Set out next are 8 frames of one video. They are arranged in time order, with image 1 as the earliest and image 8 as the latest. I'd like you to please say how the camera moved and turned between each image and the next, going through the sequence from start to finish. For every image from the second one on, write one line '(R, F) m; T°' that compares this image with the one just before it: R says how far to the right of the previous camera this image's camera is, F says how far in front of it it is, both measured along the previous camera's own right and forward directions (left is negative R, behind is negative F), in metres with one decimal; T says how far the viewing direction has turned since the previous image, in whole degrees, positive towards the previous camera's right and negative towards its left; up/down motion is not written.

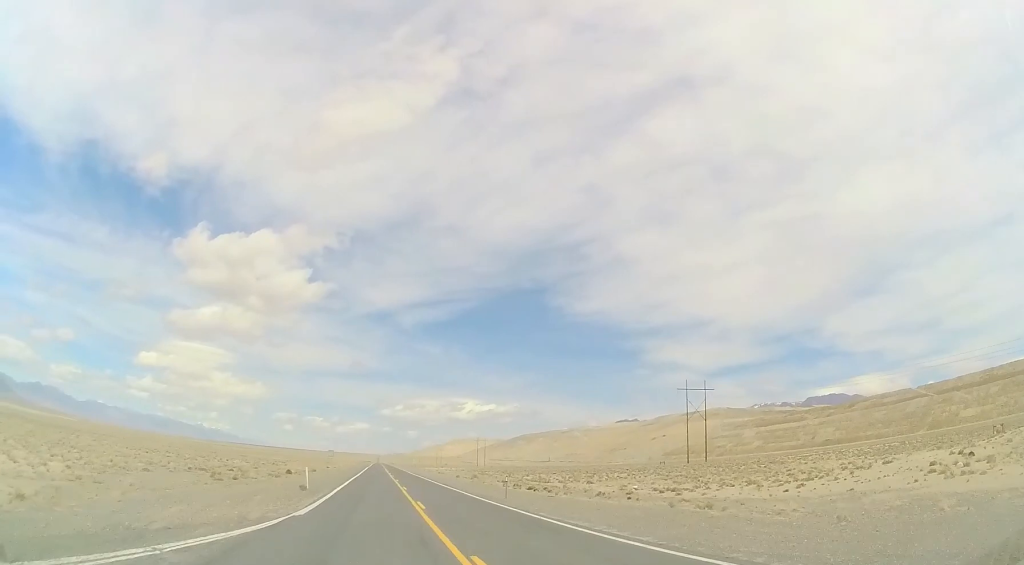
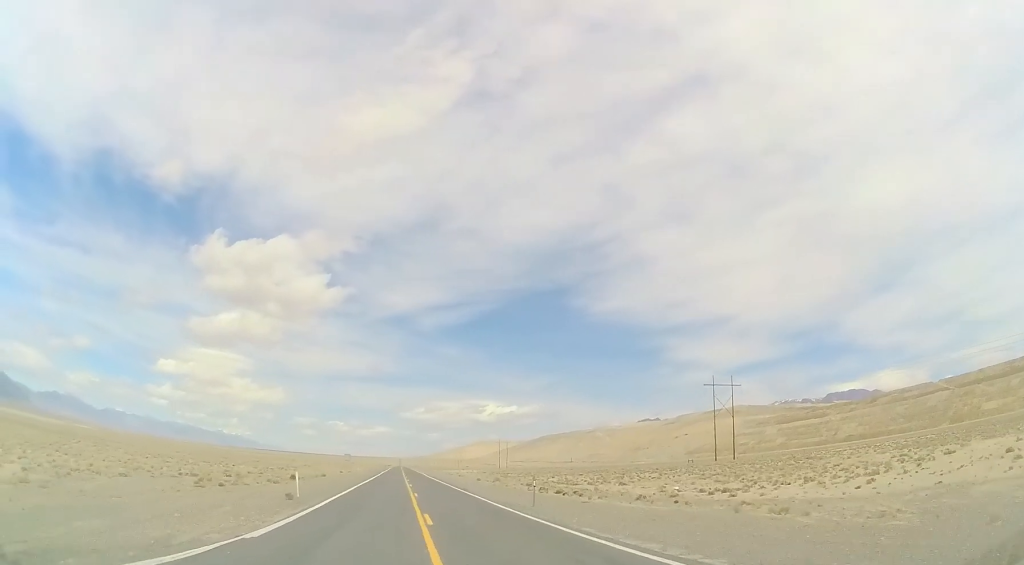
(0.0, +4.5) m; -1°
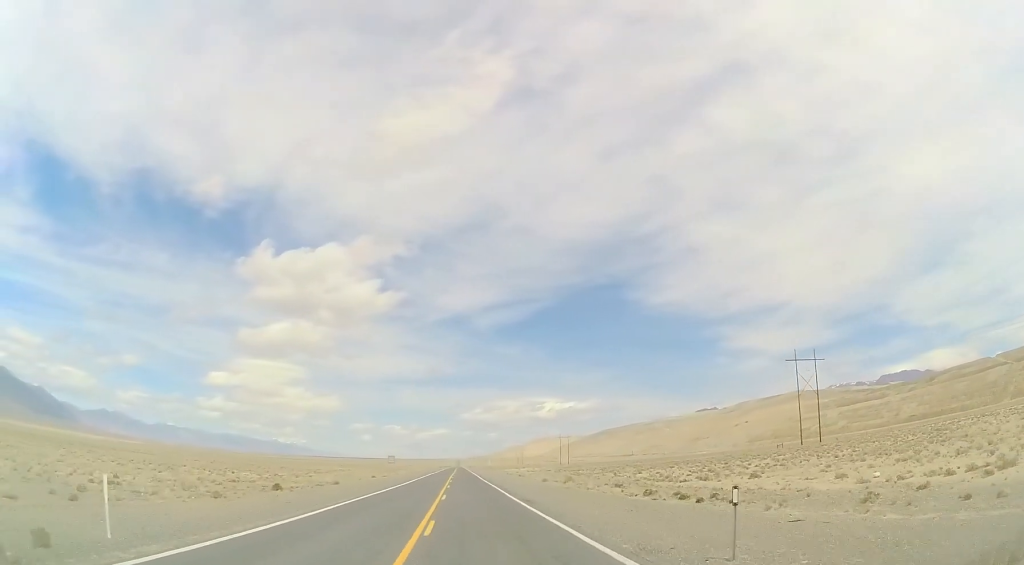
(-1.0, +16.4) m; -6°
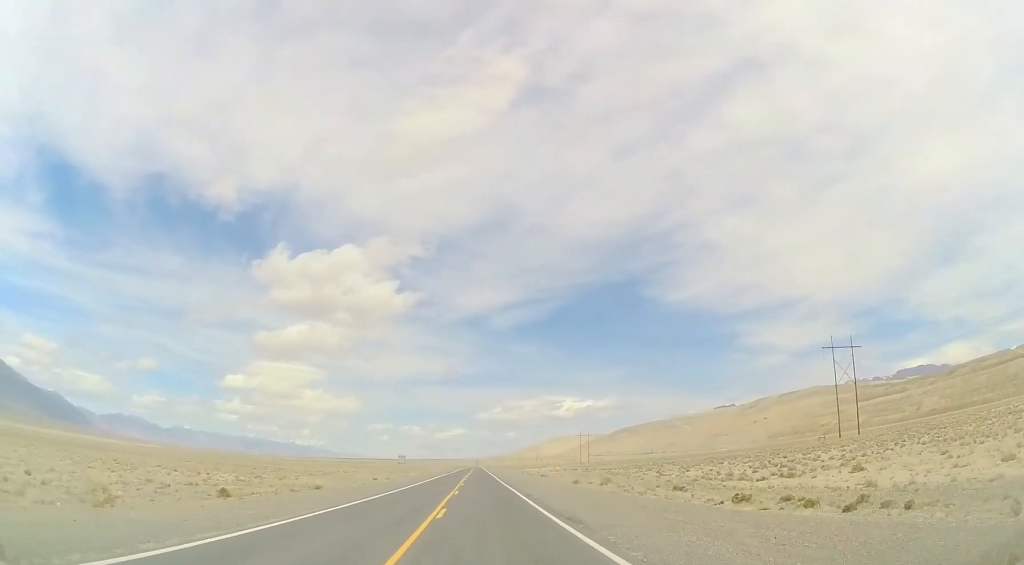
(-0.2, +9.7) m; -2°
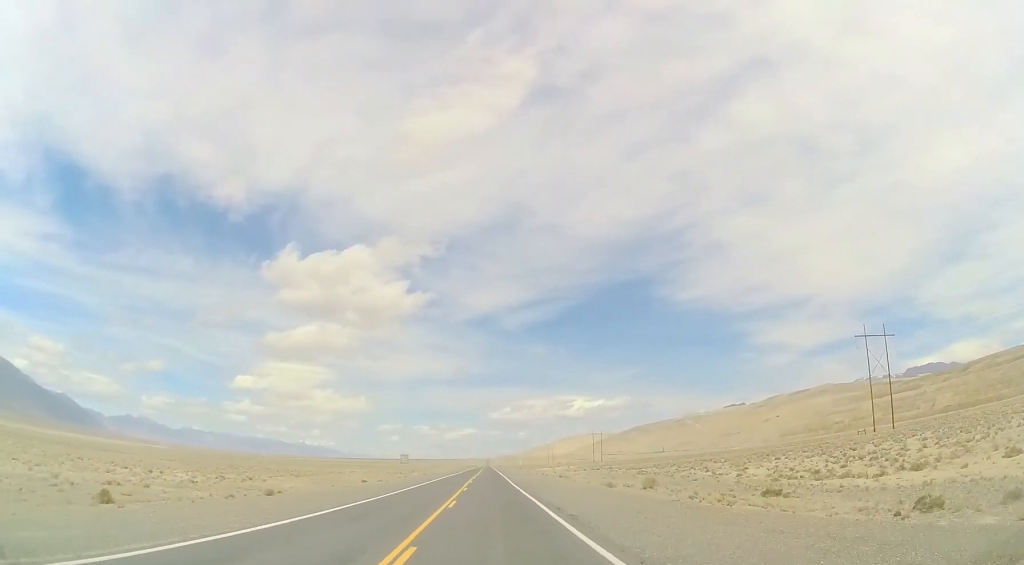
(-0.1, +9.9) m; -2°
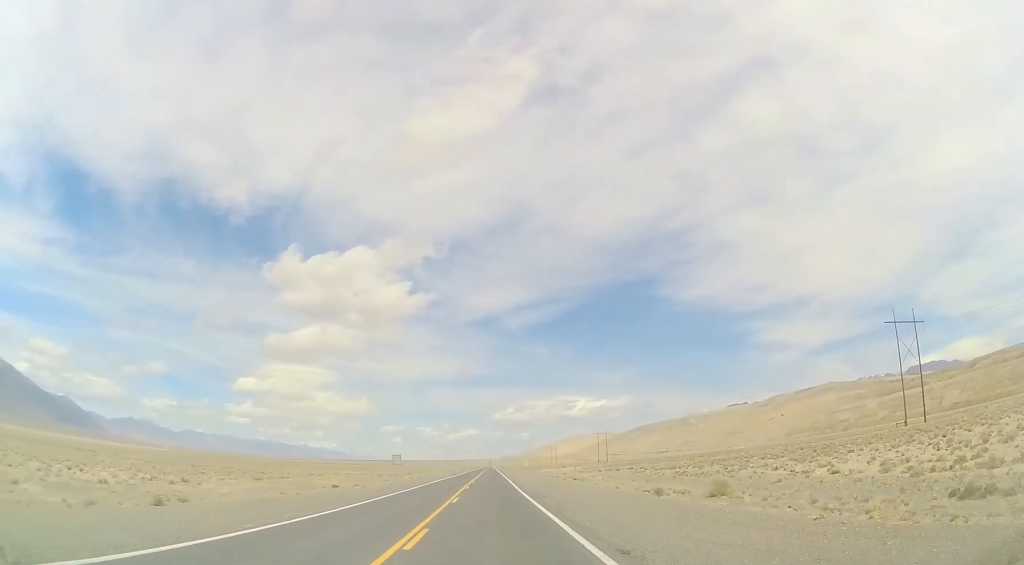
(-0.2, +10.8) m; -2°
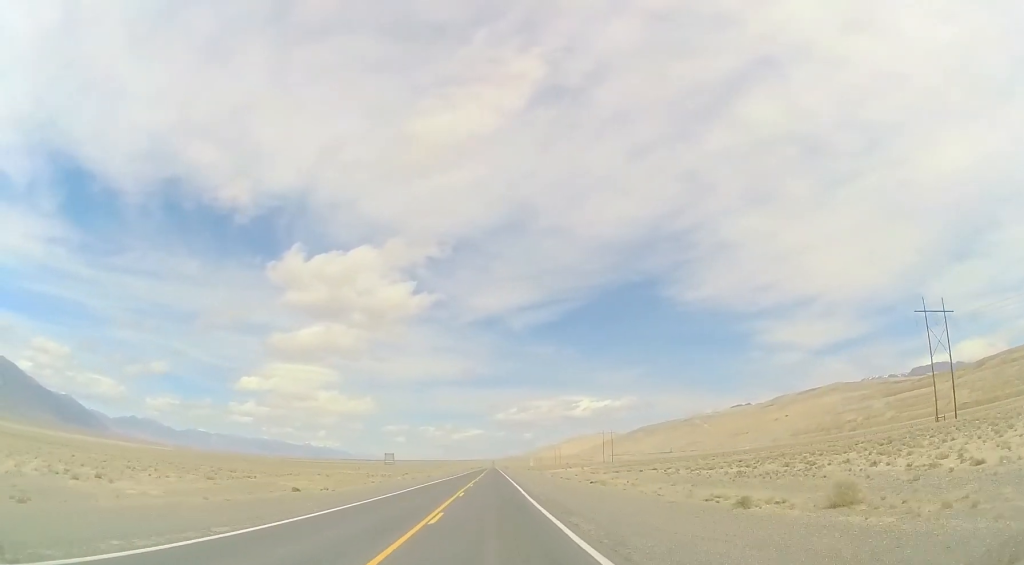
(-0.2, +9.4) m; -1°
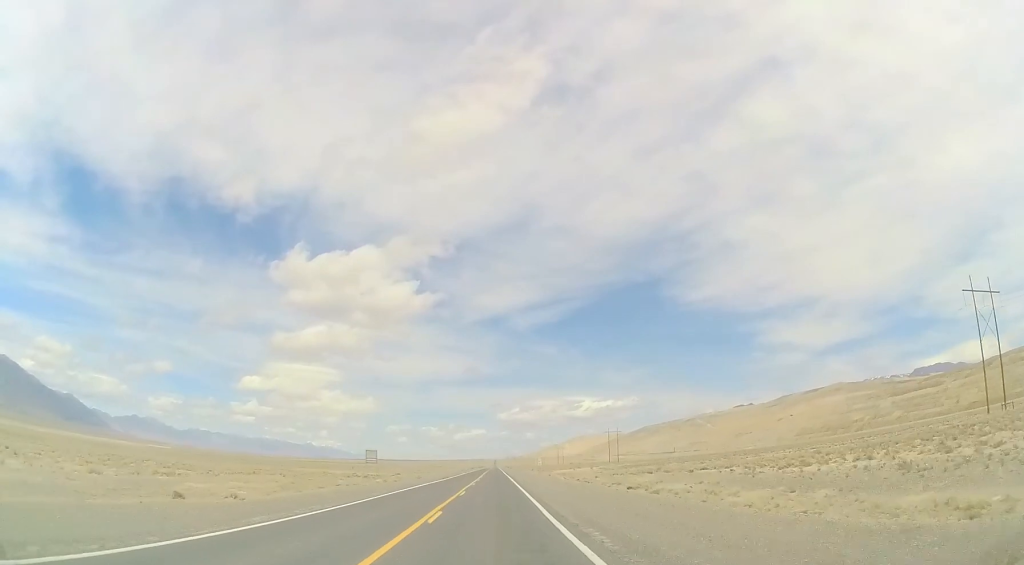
(-0.1, +14.2) m; 0°
